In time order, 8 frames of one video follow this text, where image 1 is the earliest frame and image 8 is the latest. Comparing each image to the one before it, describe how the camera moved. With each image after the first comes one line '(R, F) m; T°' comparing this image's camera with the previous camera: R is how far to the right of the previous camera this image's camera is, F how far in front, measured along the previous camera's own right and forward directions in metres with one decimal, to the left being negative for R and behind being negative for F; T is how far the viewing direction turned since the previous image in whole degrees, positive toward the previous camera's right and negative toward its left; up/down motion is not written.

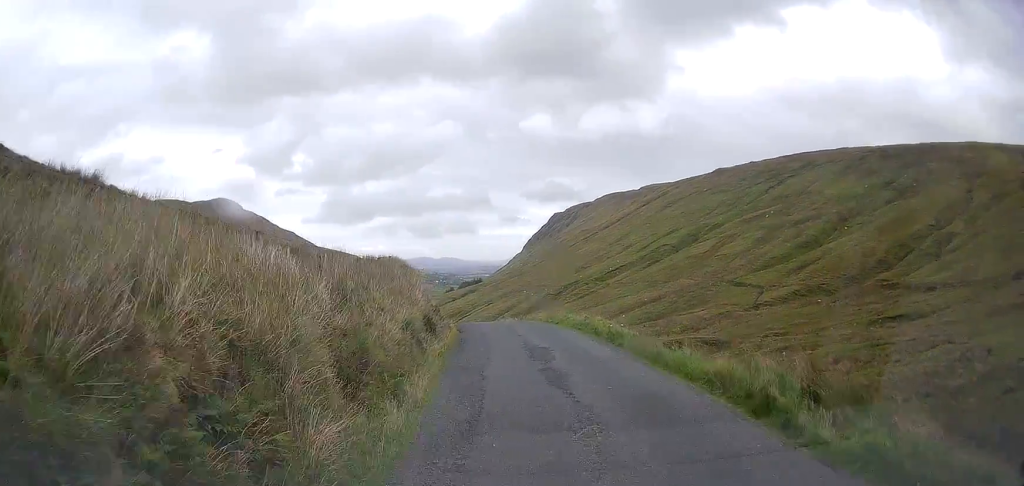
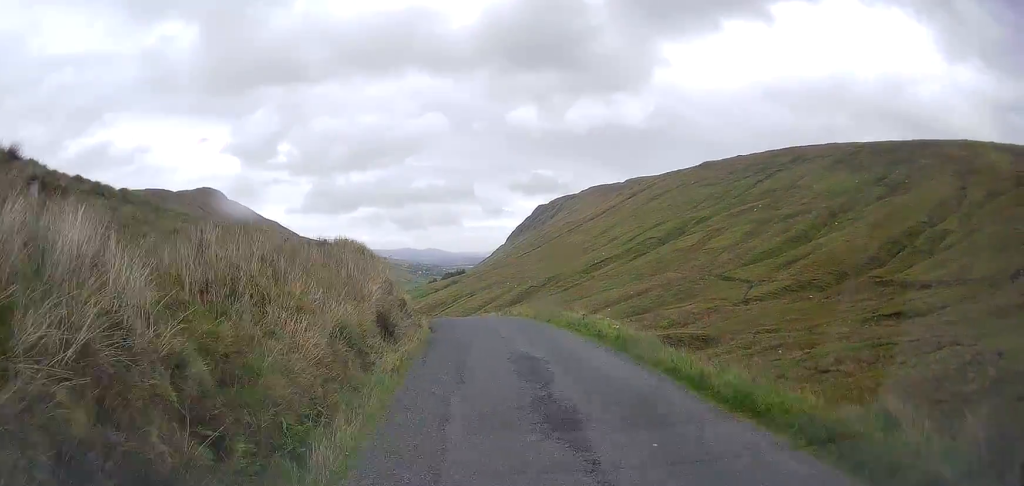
(+0.3, +4.8) m; +2°
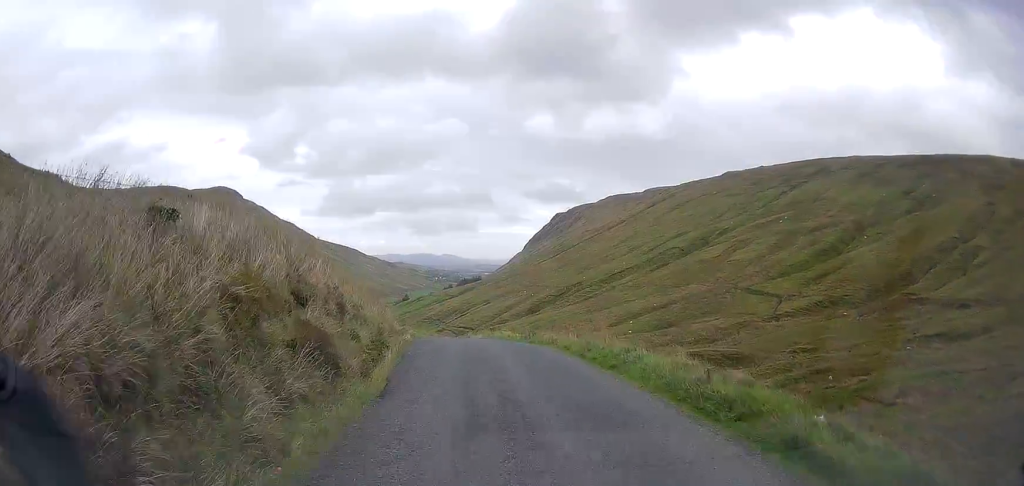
(+0.6, +12.3) m; +2°
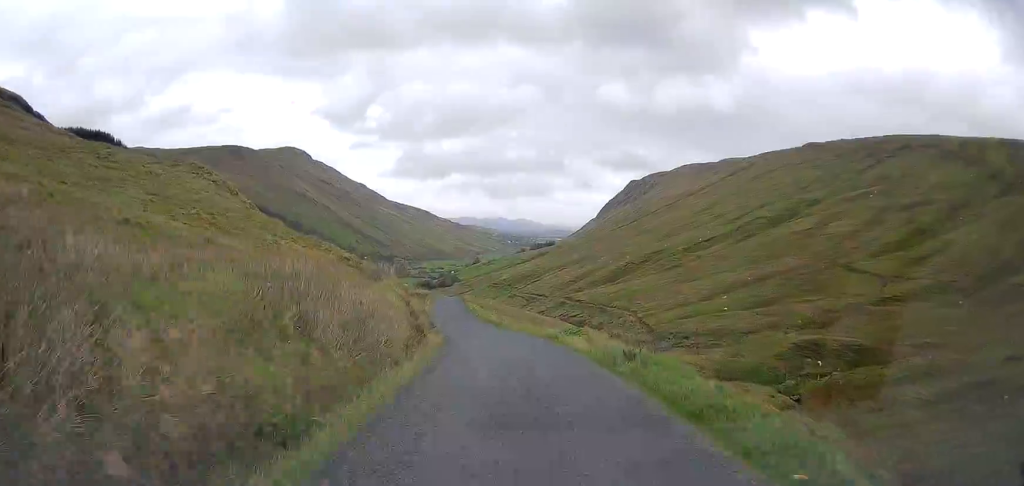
(-1.2, +25.4) m; -7°
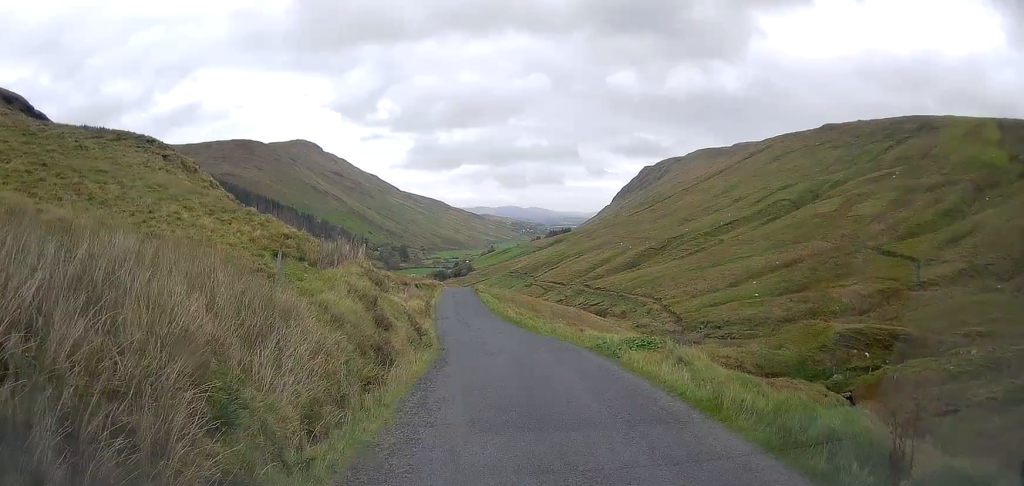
(-0.3, +10.9) m; -2°
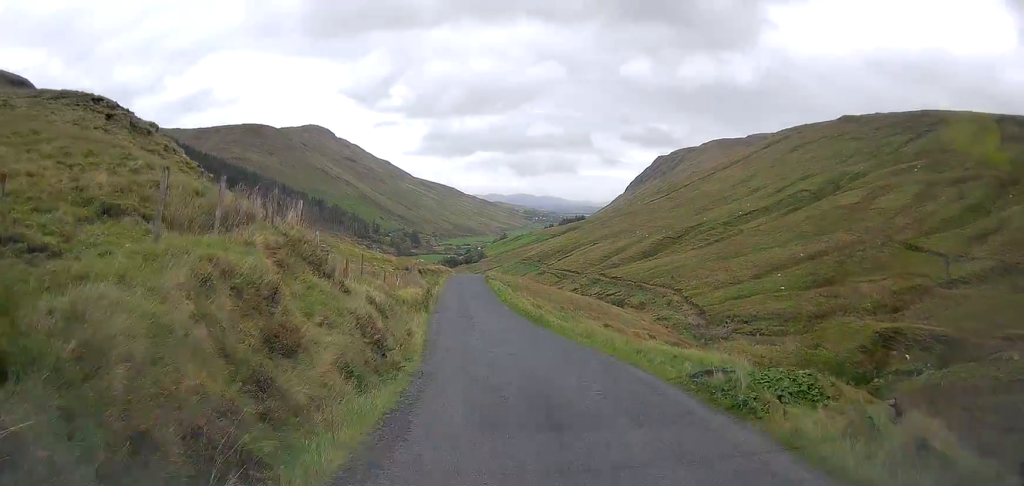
(-0.1, +8.7) m; -1°
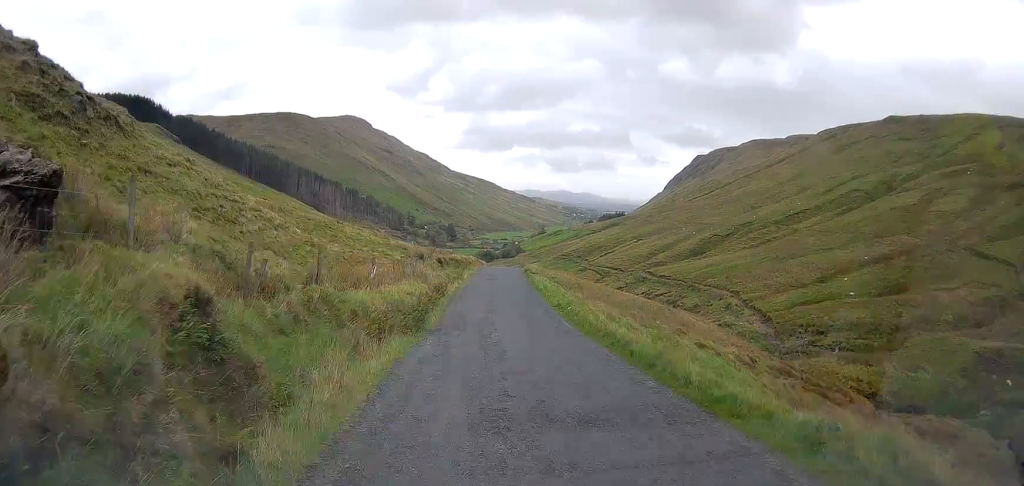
(-0.3, +17.3) m; -2°
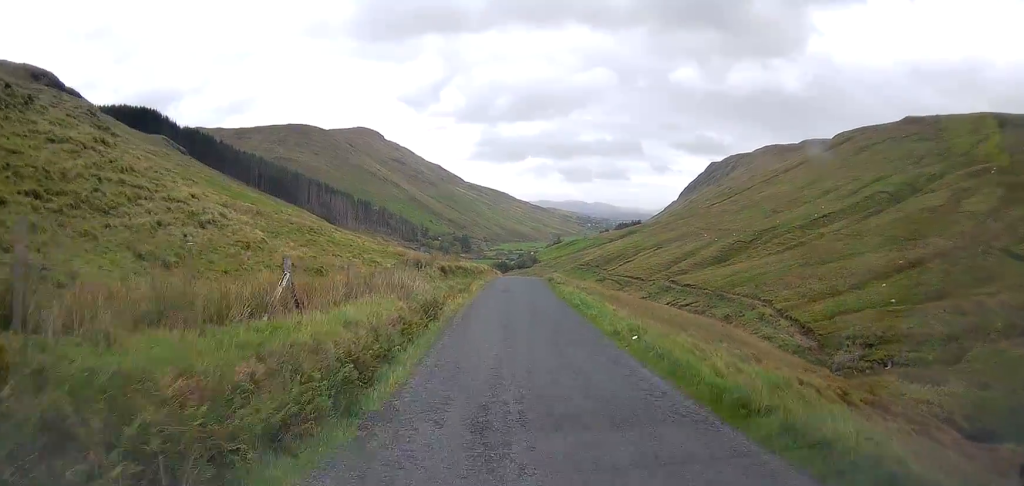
(-0.1, +10.8) m; -1°
